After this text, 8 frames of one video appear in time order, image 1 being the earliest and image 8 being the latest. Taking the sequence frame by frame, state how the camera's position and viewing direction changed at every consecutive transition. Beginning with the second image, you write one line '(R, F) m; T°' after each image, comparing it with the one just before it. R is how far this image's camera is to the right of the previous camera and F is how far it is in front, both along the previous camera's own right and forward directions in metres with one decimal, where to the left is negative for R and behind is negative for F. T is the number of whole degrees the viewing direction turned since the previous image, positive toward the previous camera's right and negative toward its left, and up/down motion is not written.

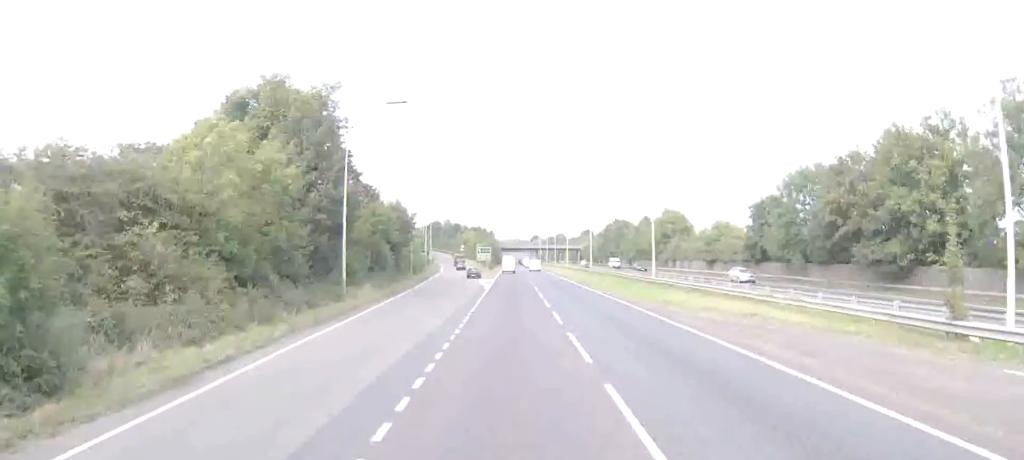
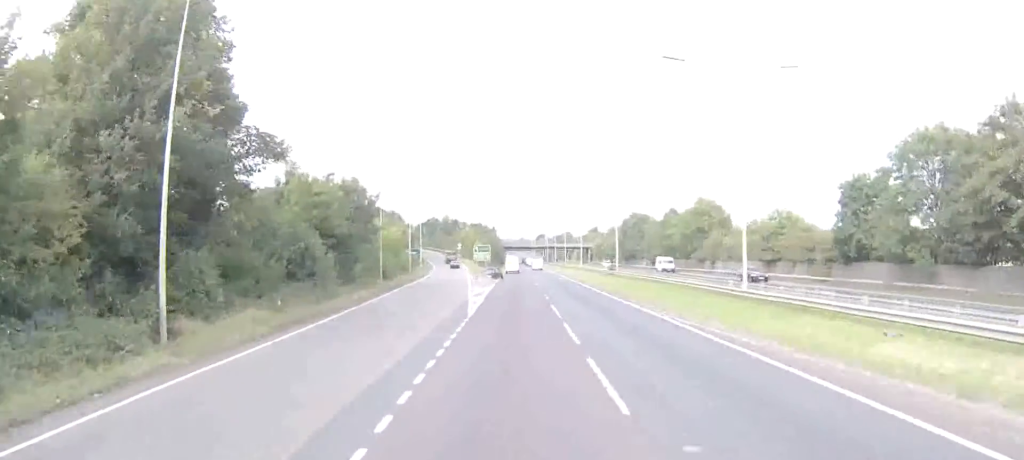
(0.0, +23.3) m; 0°
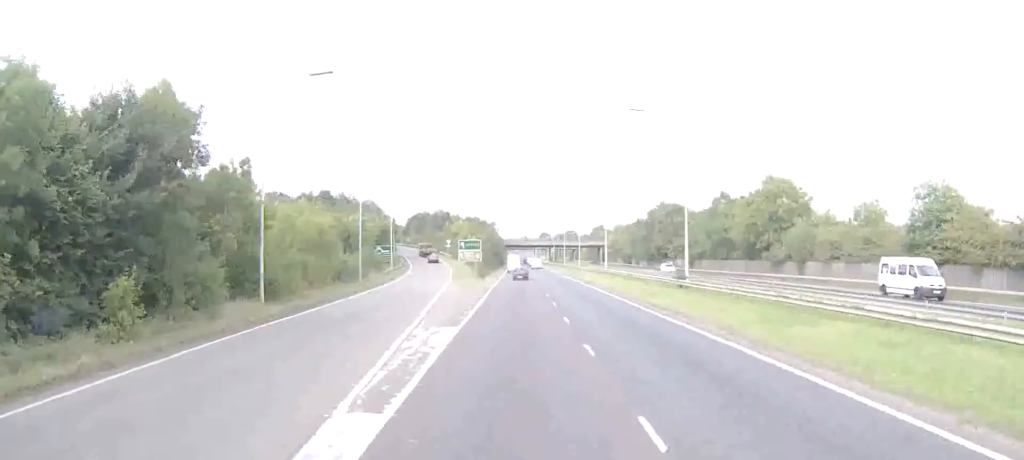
(+0.1, +33.3) m; 0°
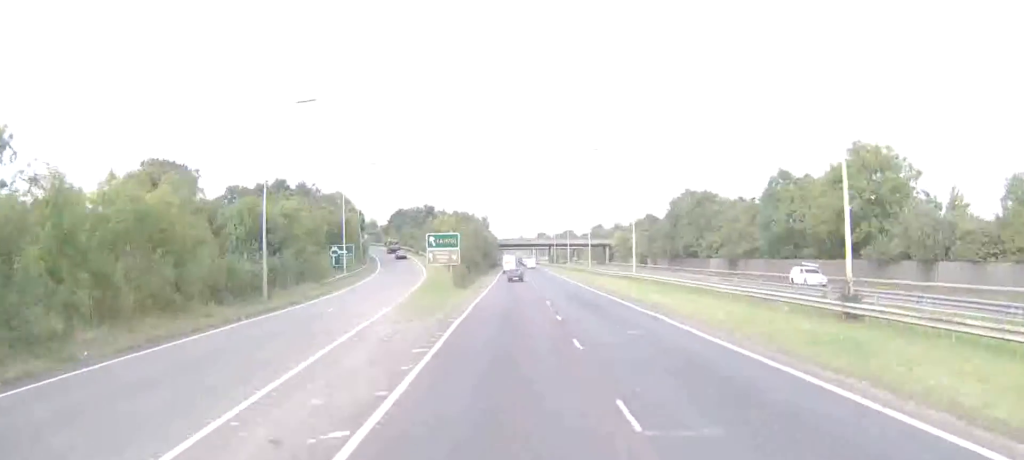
(-0.2, +25.7) m; -1°
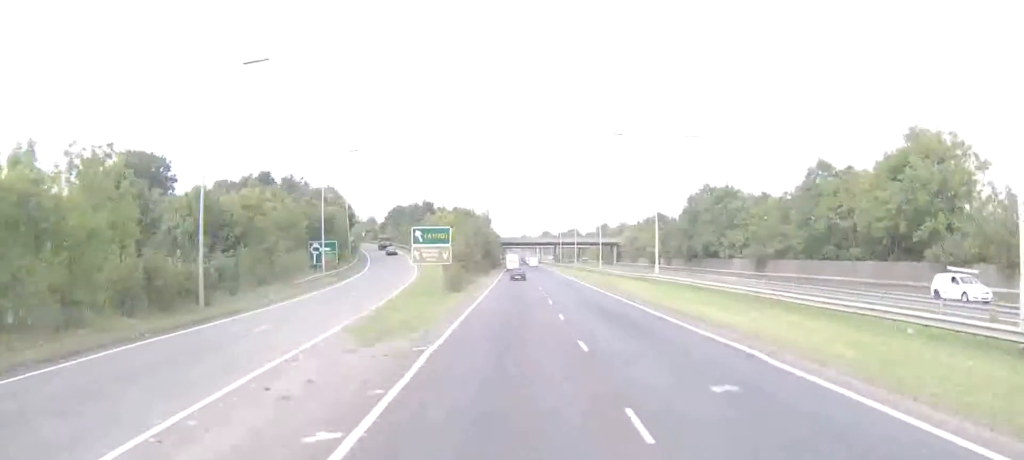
(0.0, +9.8) m; 0°
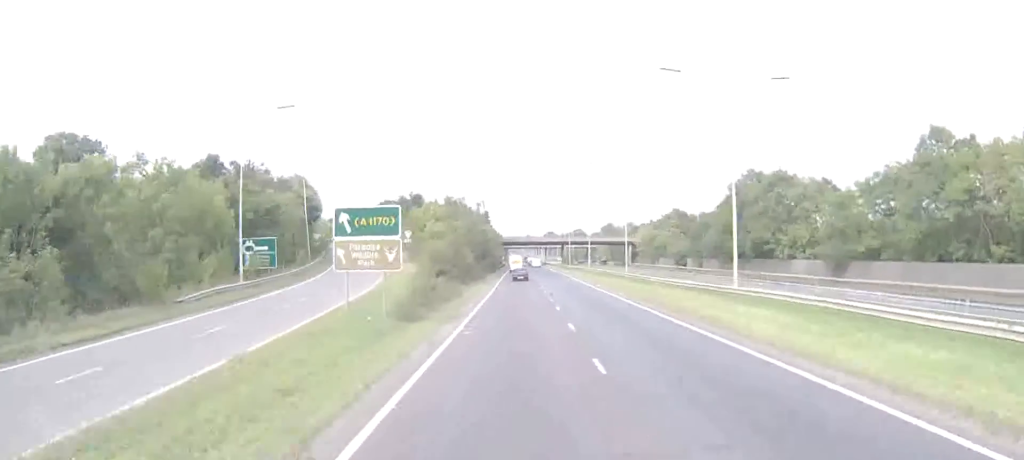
(0.0, +21.0) m; 0°
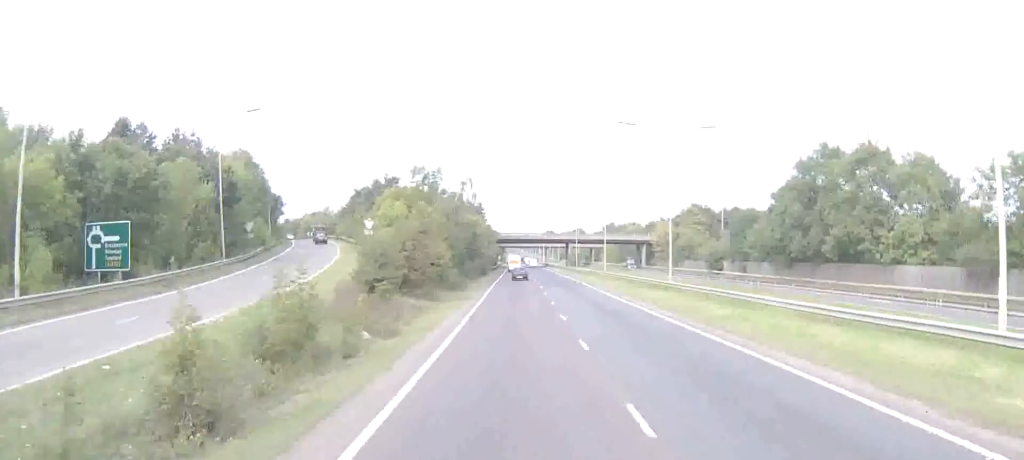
(0.0, +23.0) m; 0°
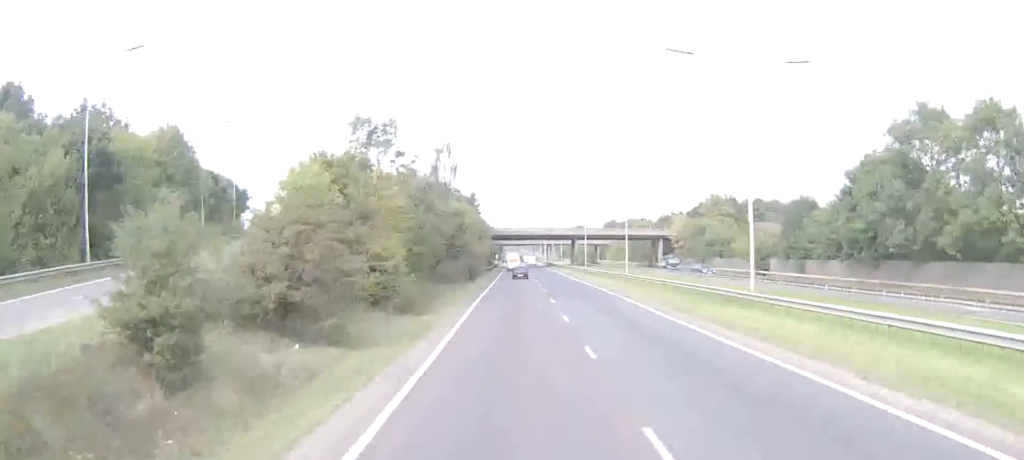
(-0.1, +19.3) m; 0°
